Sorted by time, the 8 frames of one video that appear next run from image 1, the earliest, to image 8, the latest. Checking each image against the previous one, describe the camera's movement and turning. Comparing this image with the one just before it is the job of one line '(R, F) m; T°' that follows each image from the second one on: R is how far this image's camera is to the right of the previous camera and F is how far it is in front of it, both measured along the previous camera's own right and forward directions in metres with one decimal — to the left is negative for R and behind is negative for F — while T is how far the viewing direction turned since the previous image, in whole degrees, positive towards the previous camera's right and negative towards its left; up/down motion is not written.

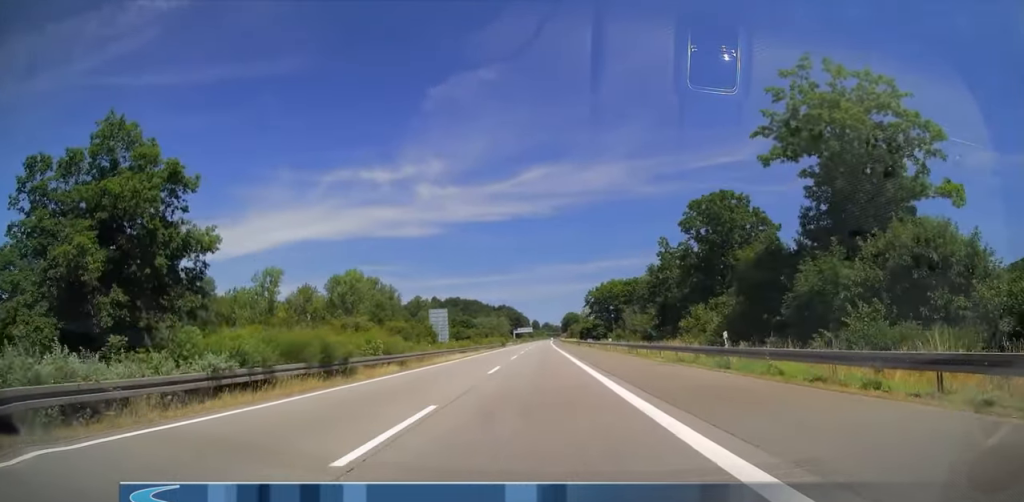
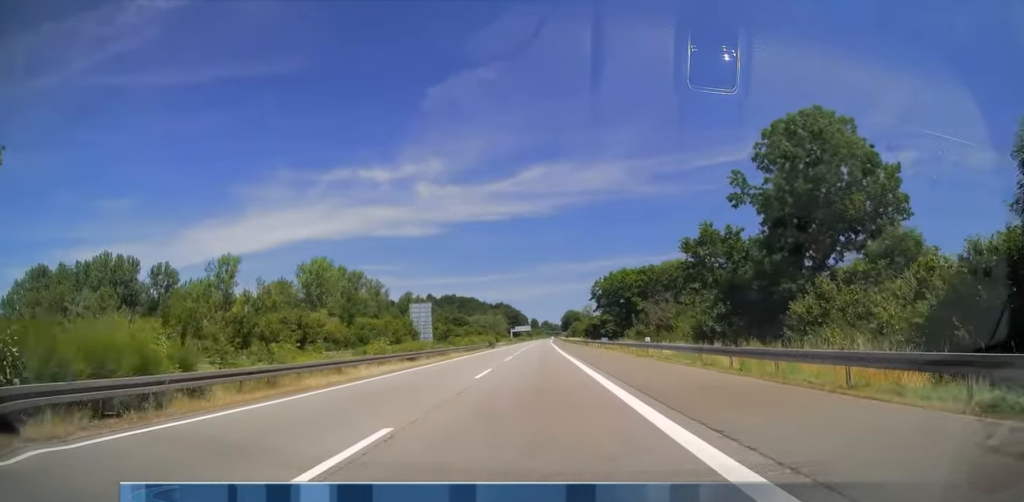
(+0.1, +21.0) m; 0°
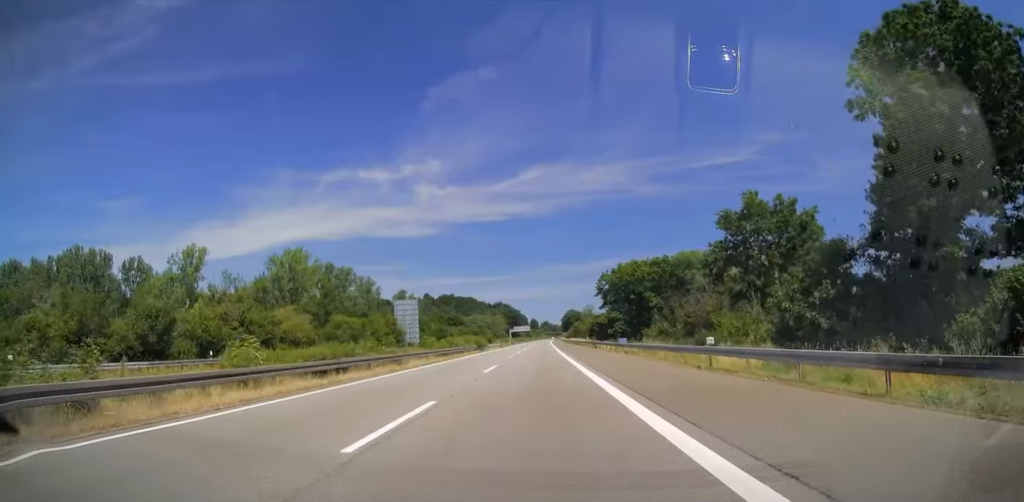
(0.0, +13.7) m; 0°
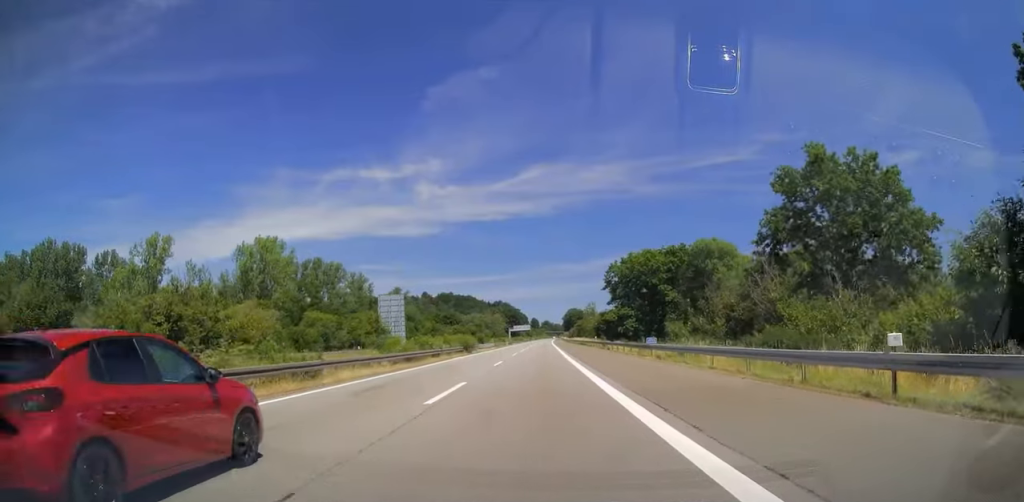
(+0.1, +12.2) m; 0°
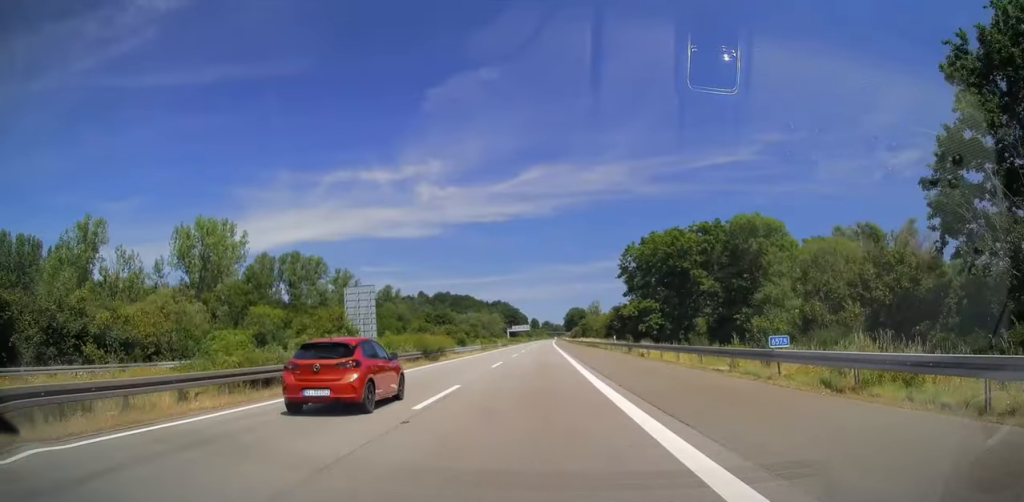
(0.0, +18.6) m; 0°
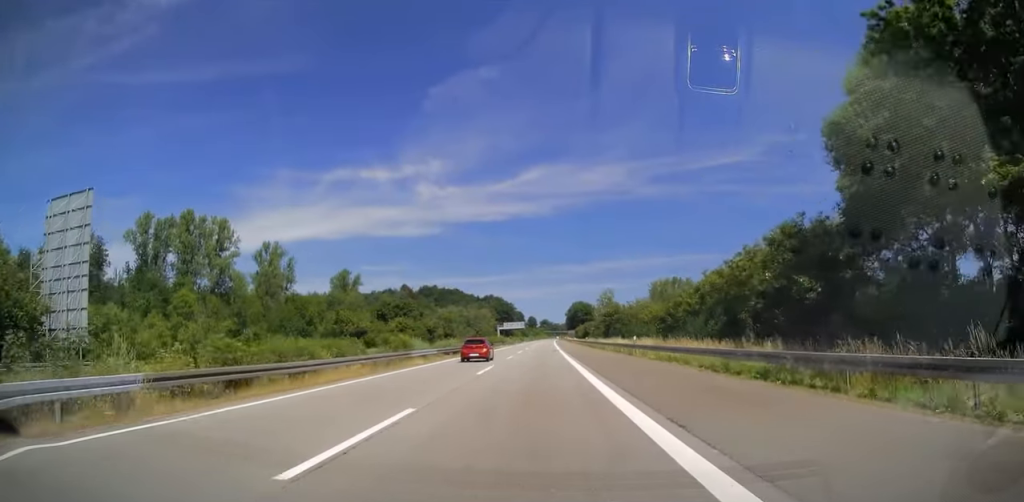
(+0.1, +59.8) m; +1°
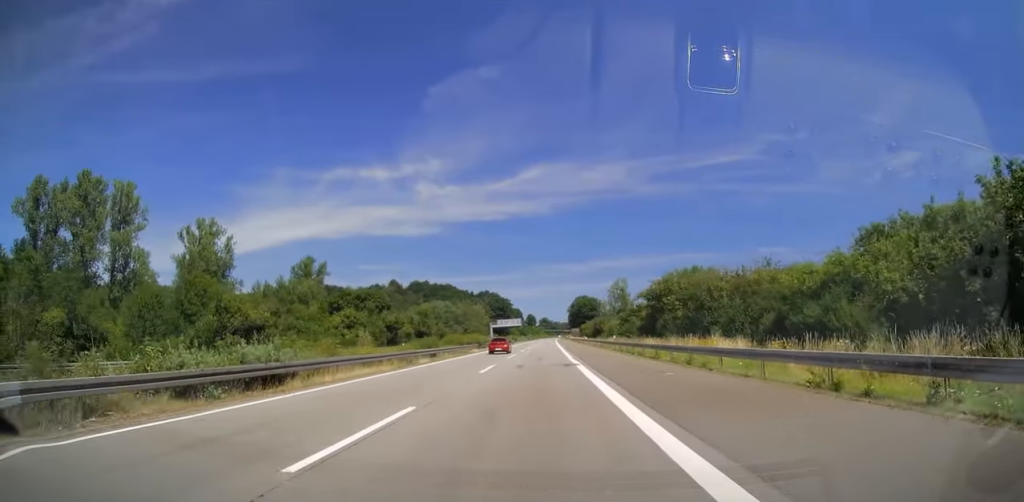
(0.0, +35.3) m; 0°
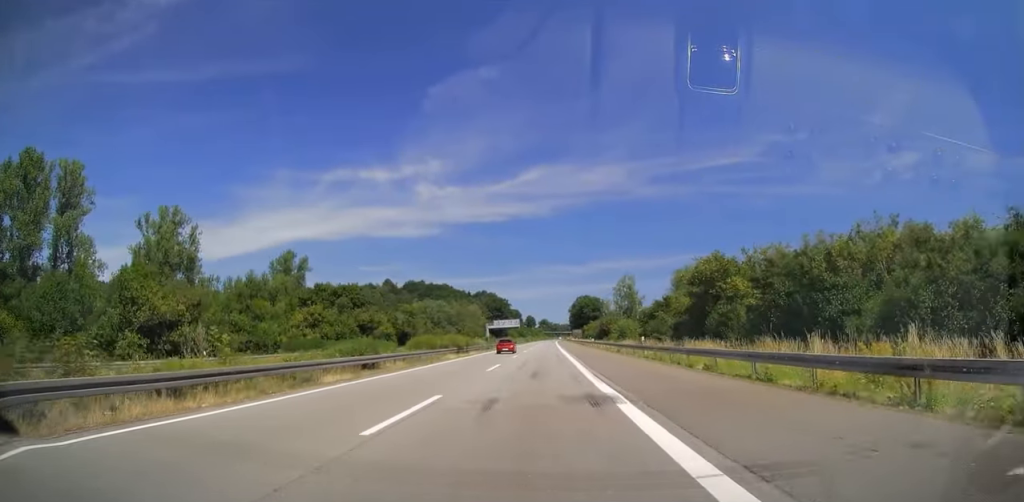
(0.0, +15.3) m; 0°
